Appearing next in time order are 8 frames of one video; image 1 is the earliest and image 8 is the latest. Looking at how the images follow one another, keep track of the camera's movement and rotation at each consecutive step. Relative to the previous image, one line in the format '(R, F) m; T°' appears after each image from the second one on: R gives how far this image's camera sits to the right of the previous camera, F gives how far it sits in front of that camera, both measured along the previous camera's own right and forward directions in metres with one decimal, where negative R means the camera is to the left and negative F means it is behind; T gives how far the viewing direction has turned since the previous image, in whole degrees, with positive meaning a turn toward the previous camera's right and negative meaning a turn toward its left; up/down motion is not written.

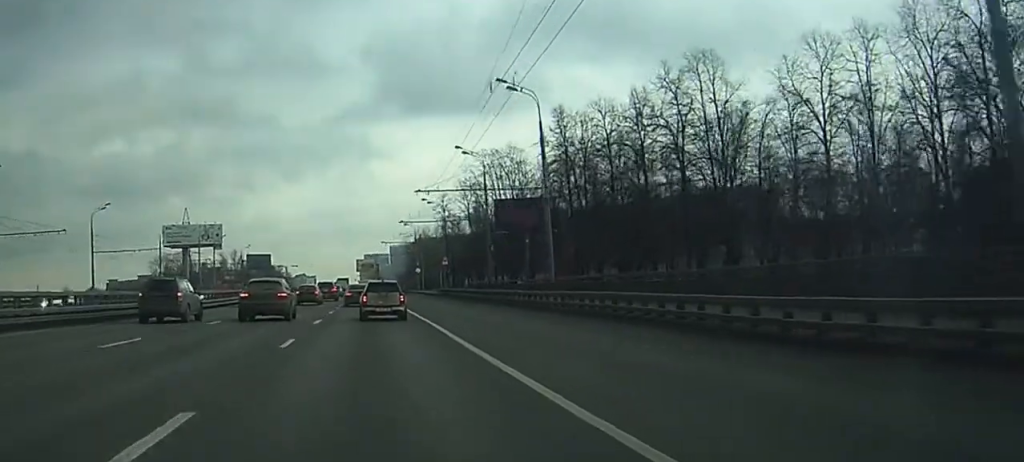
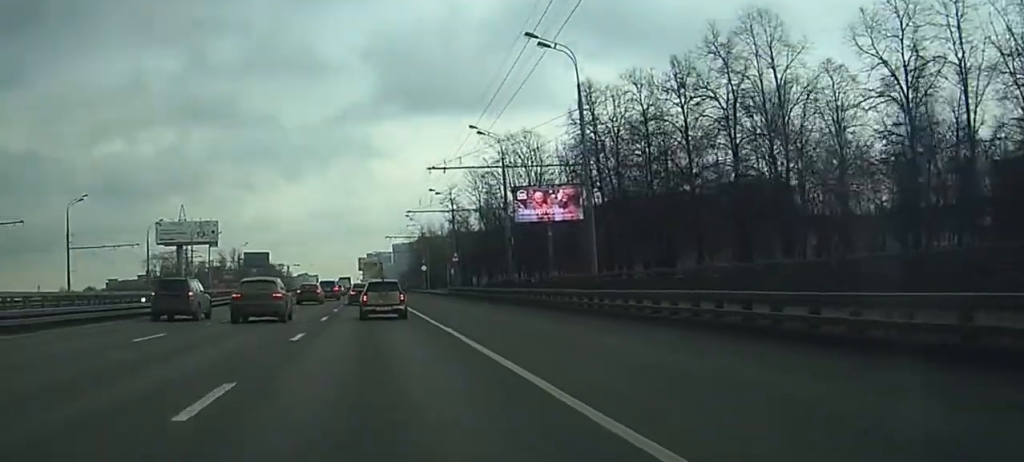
(0.0, +9.8) m; 0°
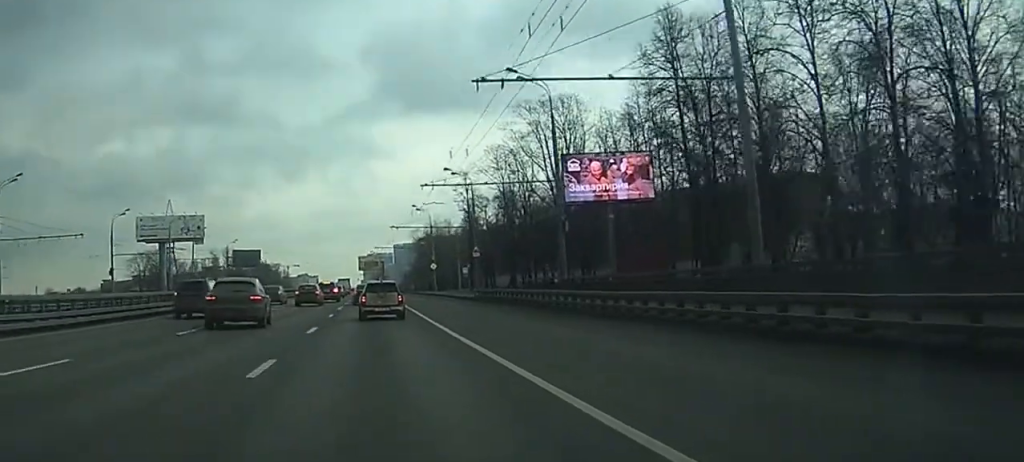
(+0.1, +19.4) m; +1°
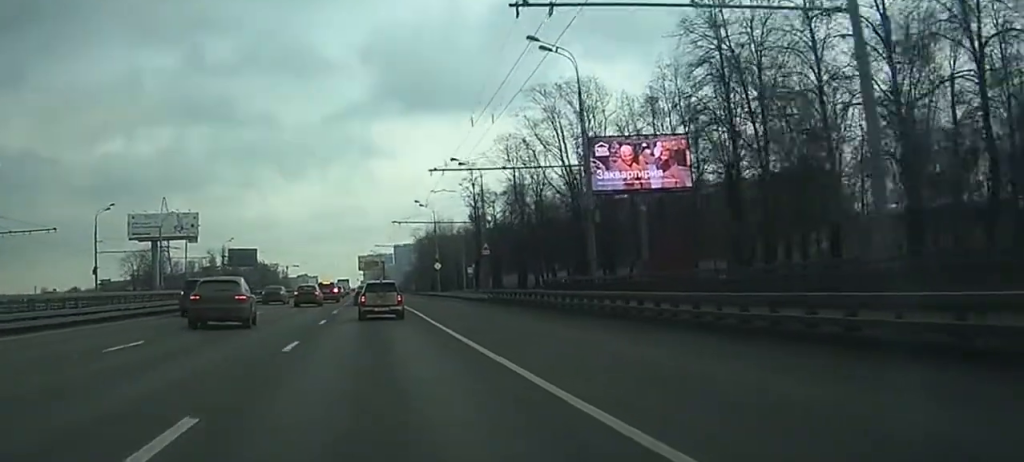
(+0.1, +7.0) m; 0°
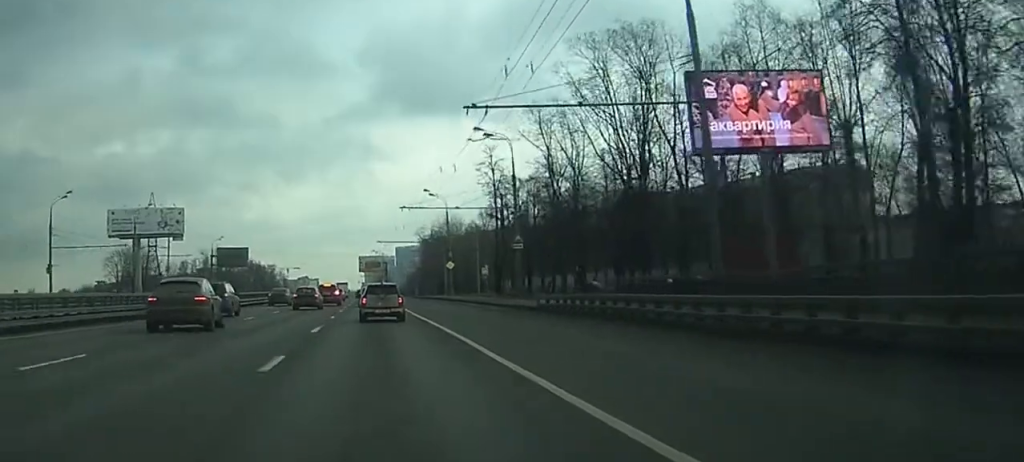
(-0.1, +16.3) m; -2°
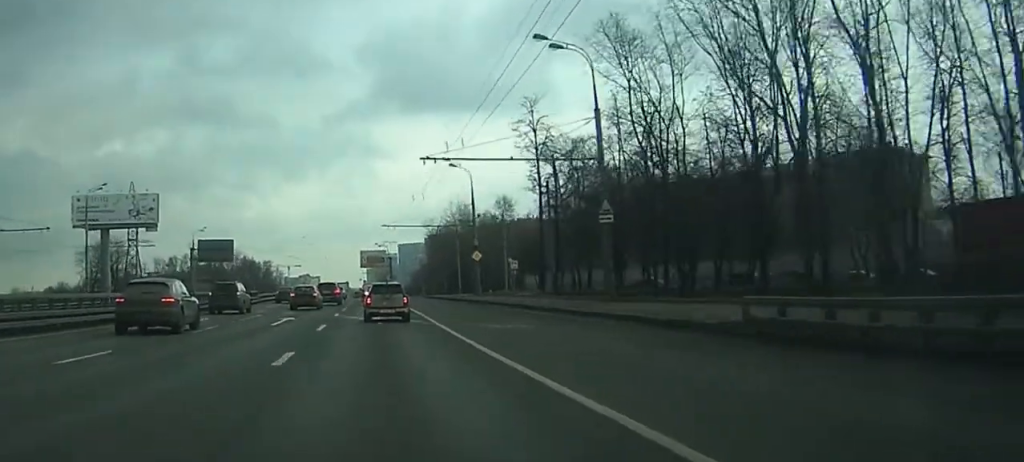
(-0.7, +23.3) m; -1°
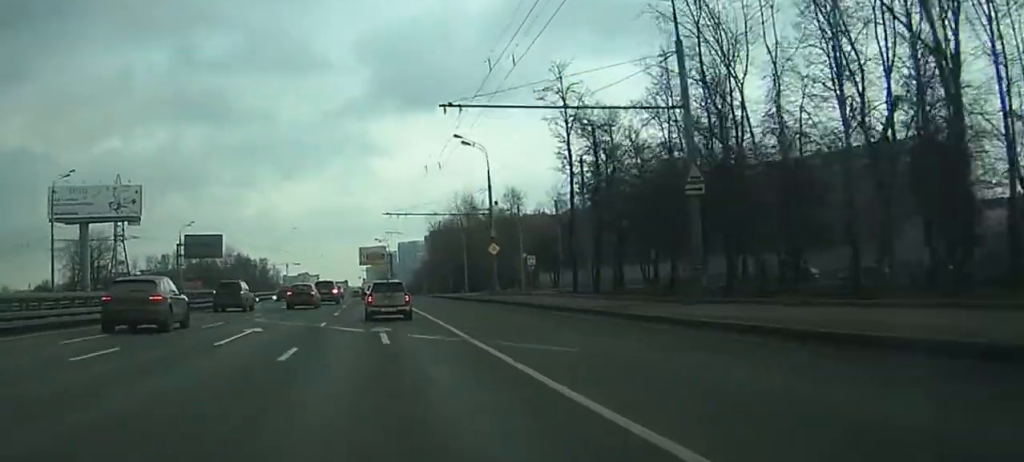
(0.0, +11.5) m; +1°
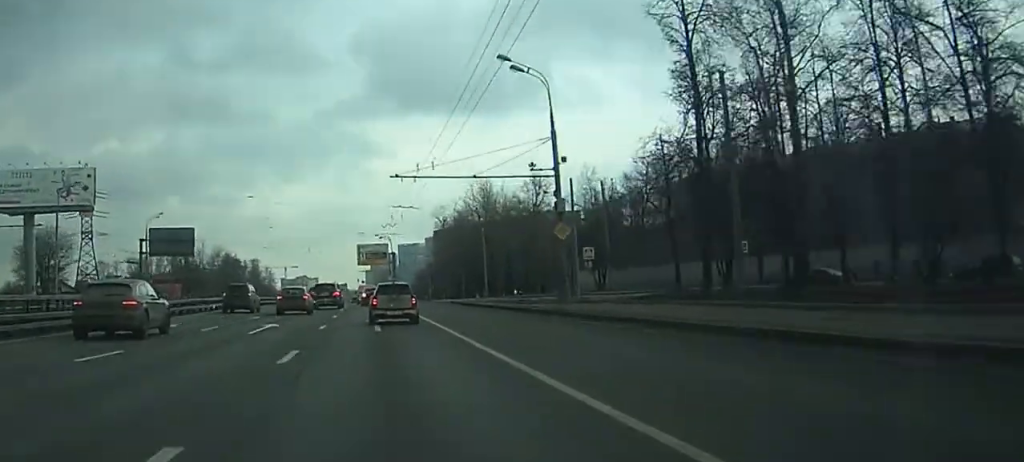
(+0.4, +24.2) m; +1°
